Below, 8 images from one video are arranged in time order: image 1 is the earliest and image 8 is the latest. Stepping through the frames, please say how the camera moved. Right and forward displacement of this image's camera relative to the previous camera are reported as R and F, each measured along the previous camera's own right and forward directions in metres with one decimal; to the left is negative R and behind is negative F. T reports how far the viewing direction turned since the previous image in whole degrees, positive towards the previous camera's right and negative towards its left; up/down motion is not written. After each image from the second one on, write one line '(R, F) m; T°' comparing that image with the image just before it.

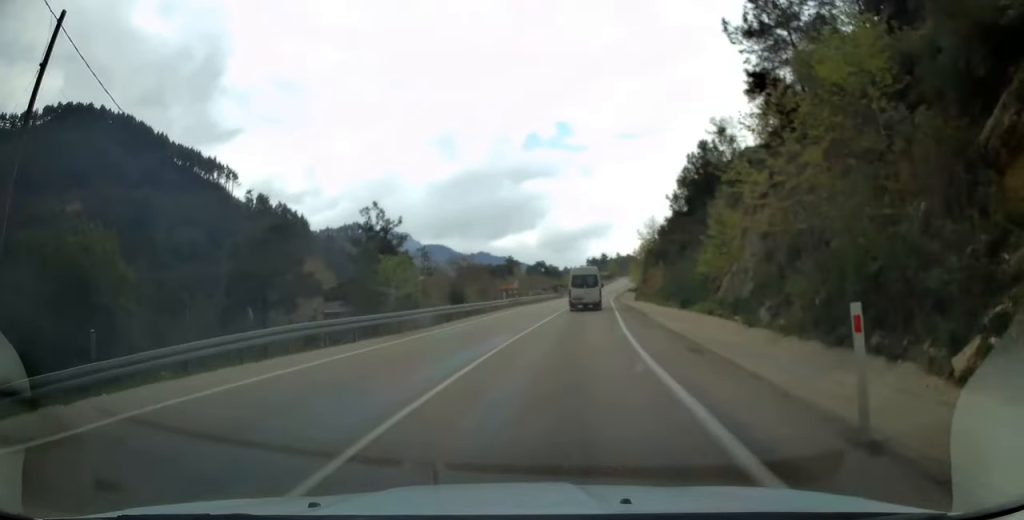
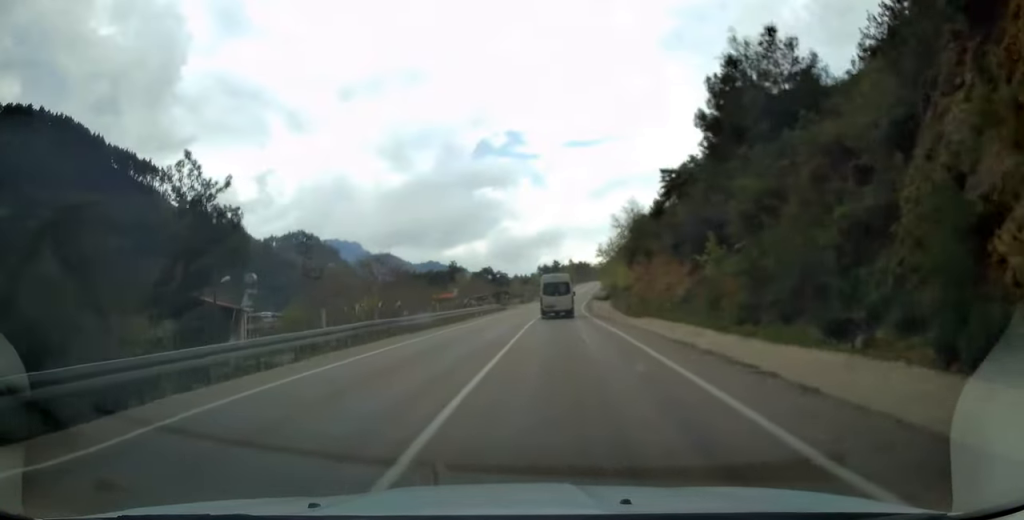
(+1.3, +30.4) m; +4°
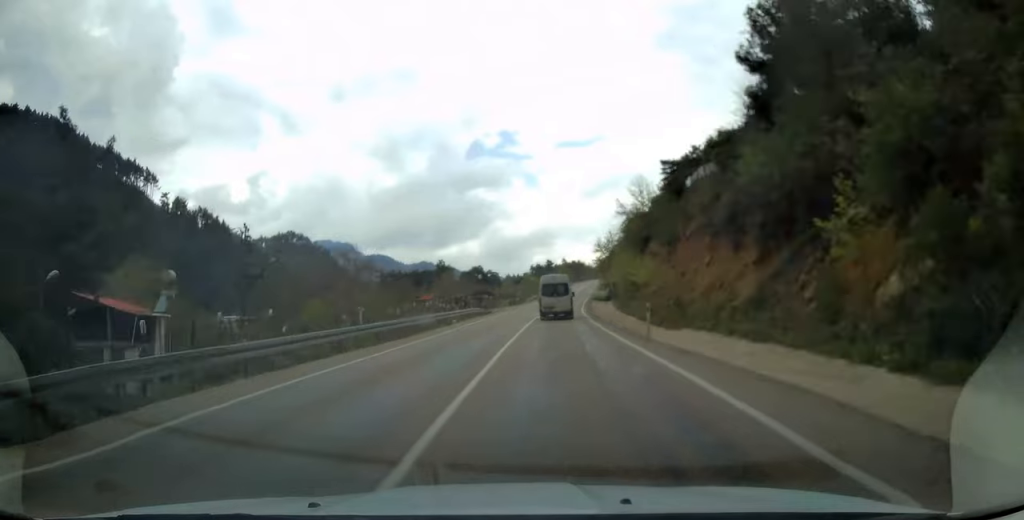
(+0.2, +12.4) m; +1°
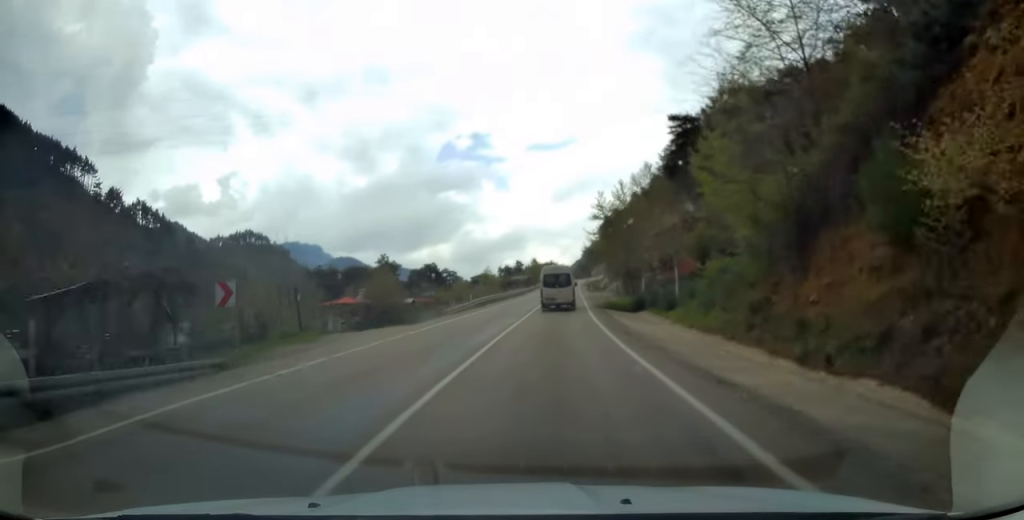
(+1.0, +46.8) m; +2°
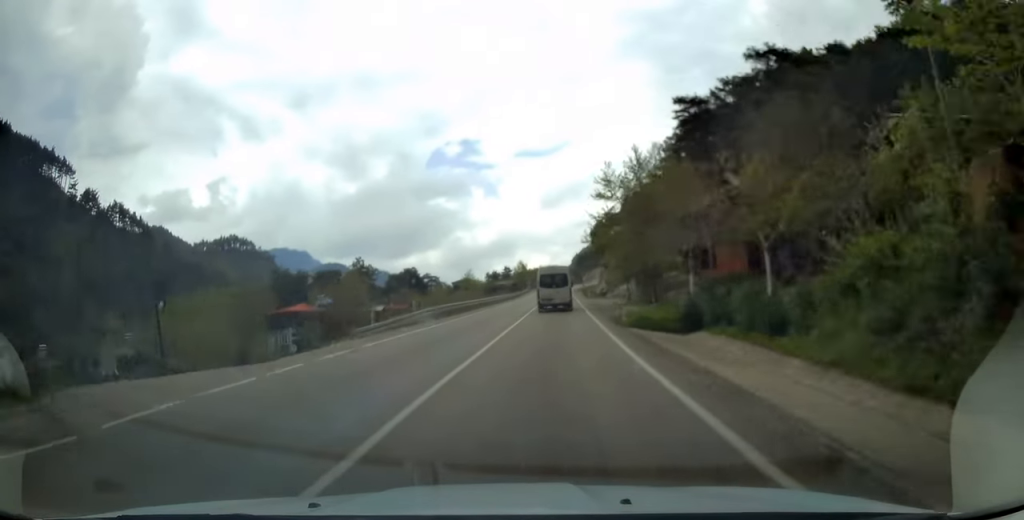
(+0.1, +15.8) m; +1°
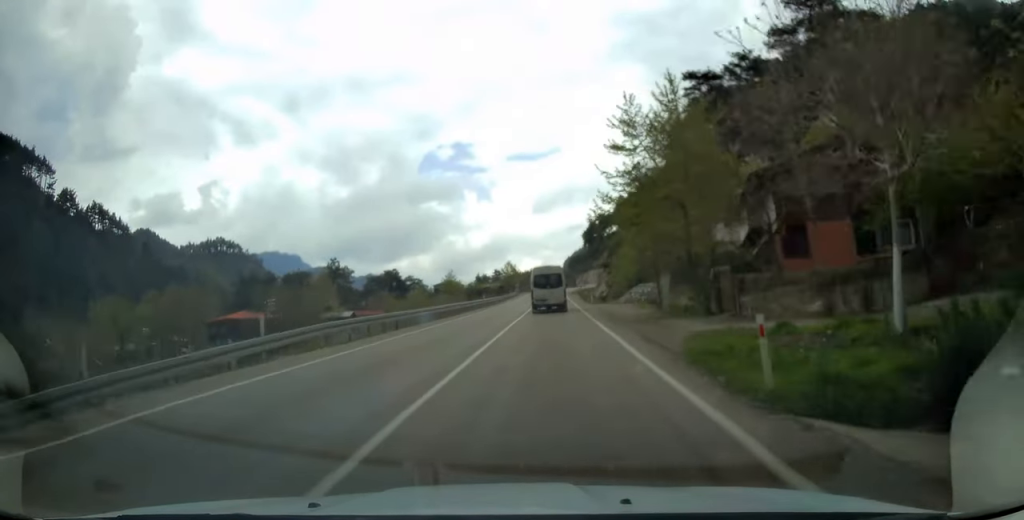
(0.0, +15.1) m; +1°
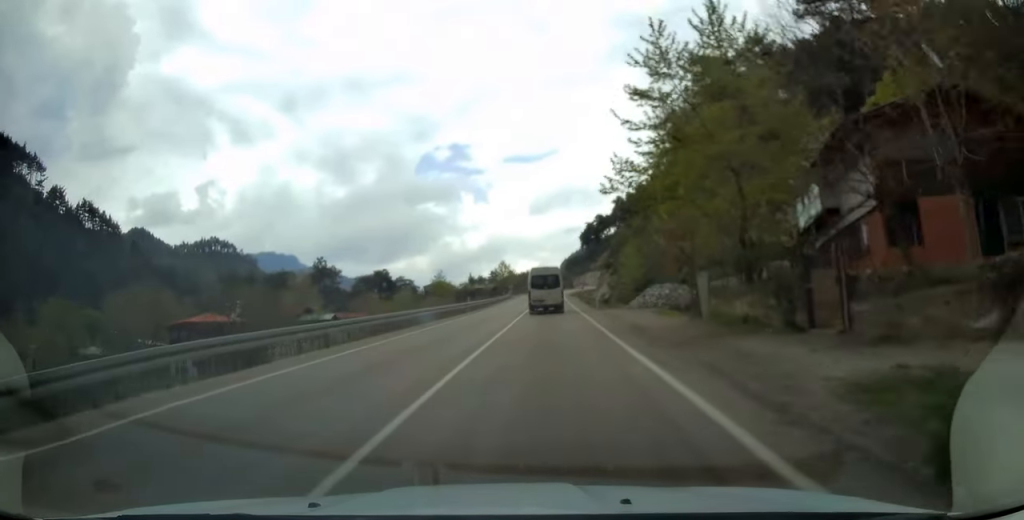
(+0.1, +8.1) m; 0°
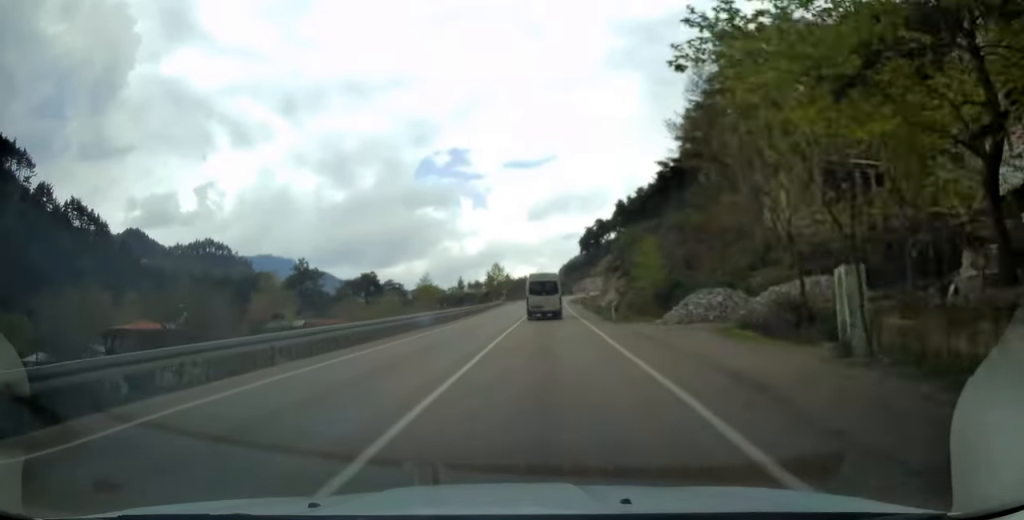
(+0.1, +12.0) m; 0°
